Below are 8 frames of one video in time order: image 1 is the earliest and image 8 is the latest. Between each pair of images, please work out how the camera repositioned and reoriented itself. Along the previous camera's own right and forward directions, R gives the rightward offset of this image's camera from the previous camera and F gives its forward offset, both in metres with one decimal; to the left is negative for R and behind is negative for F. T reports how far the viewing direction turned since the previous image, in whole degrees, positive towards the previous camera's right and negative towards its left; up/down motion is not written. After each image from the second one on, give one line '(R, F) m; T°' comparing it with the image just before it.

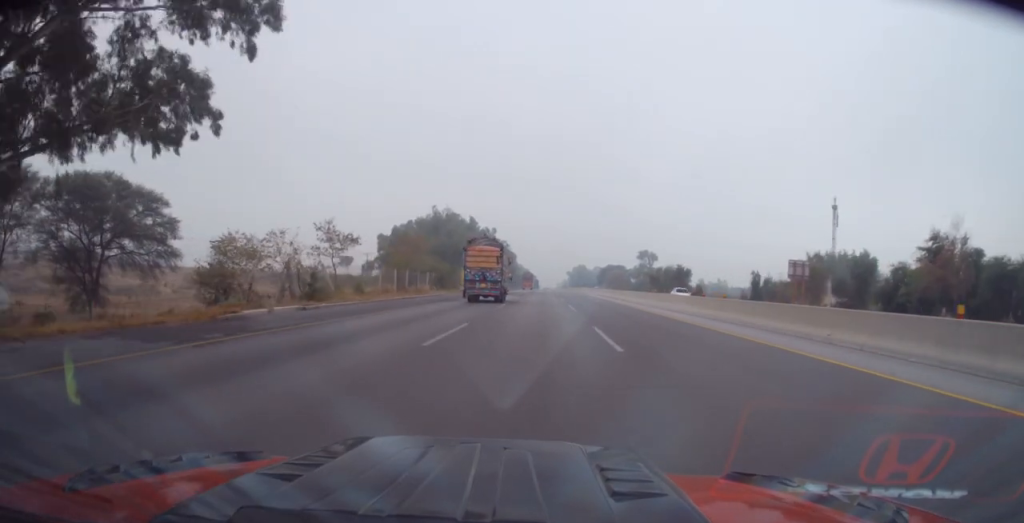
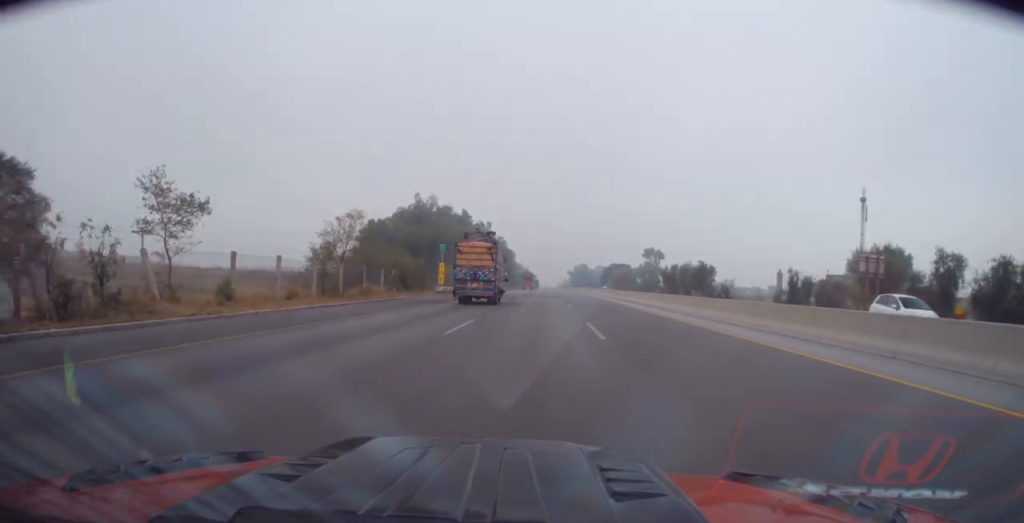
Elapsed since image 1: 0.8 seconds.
(-0.2, +15.3) m; -2°
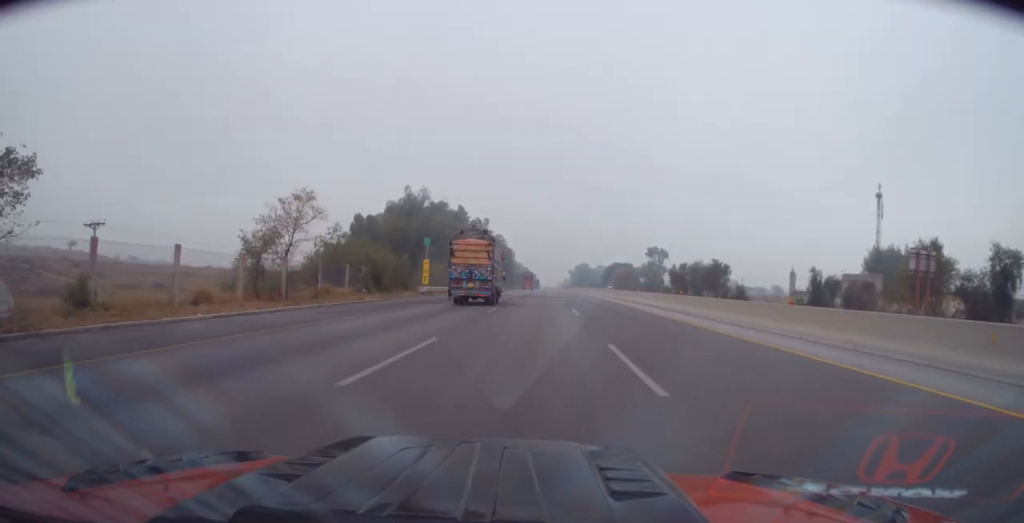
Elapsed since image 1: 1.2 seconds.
(-0.1, +7.3) m; 0°
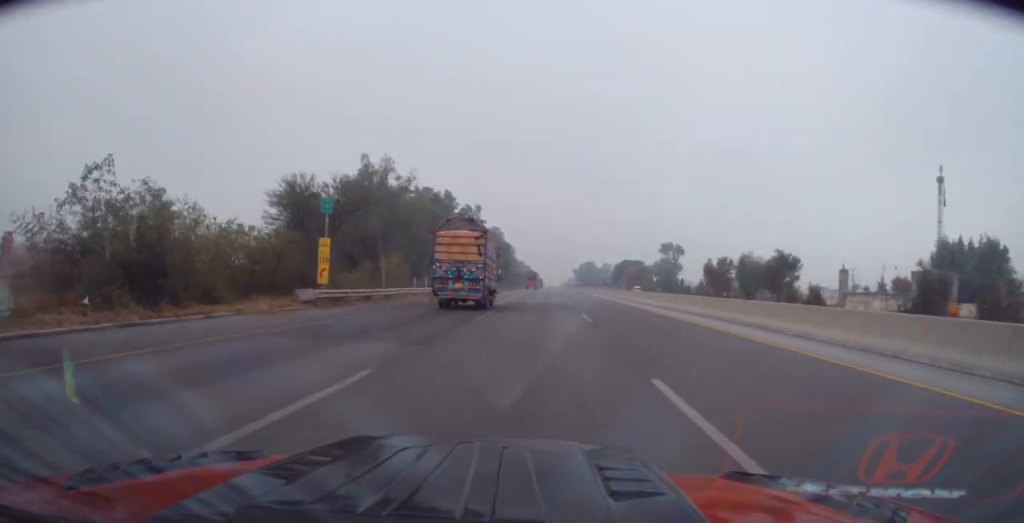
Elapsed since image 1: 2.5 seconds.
(0.0, +22.9) m; +1°
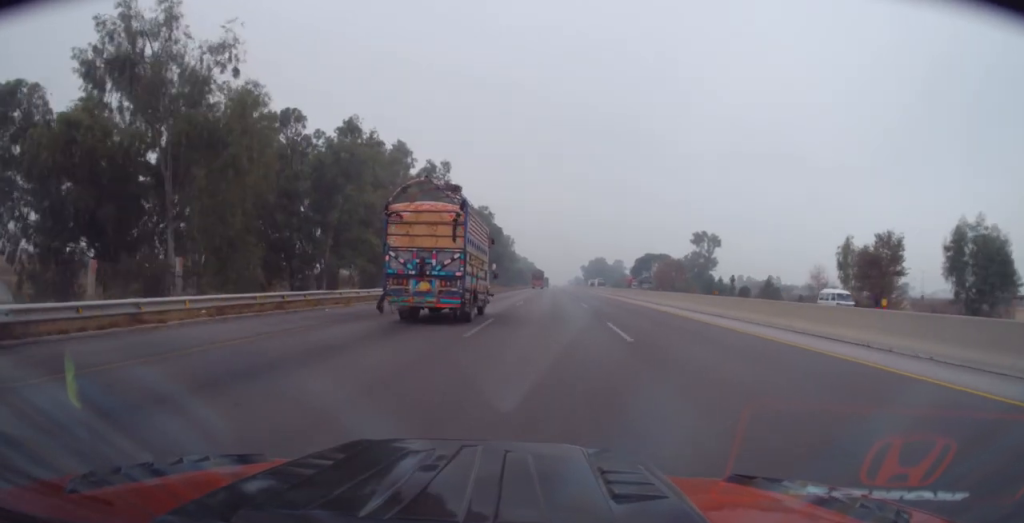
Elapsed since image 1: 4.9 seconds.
(+0.6, +42.3) m; 0°
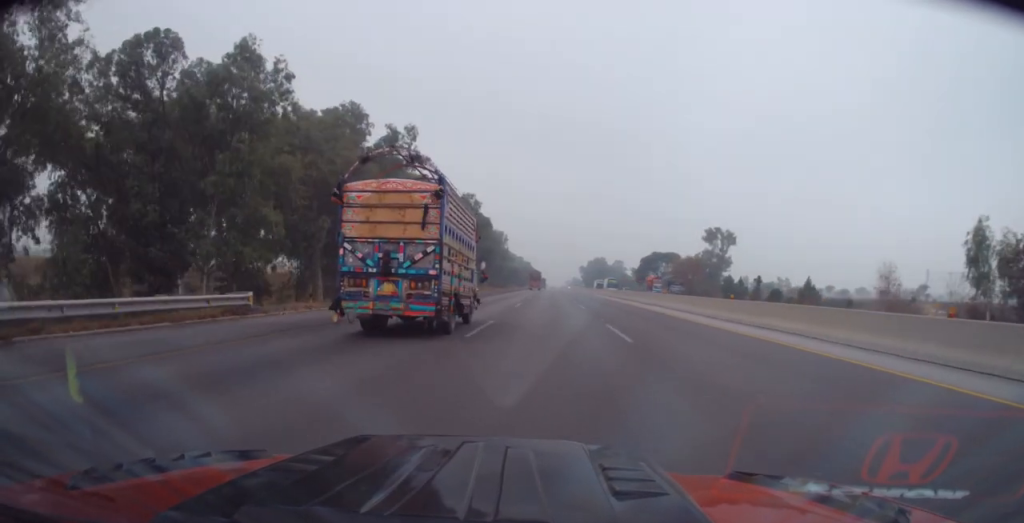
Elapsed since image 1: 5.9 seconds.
(0.0, +17.9) m; 0°
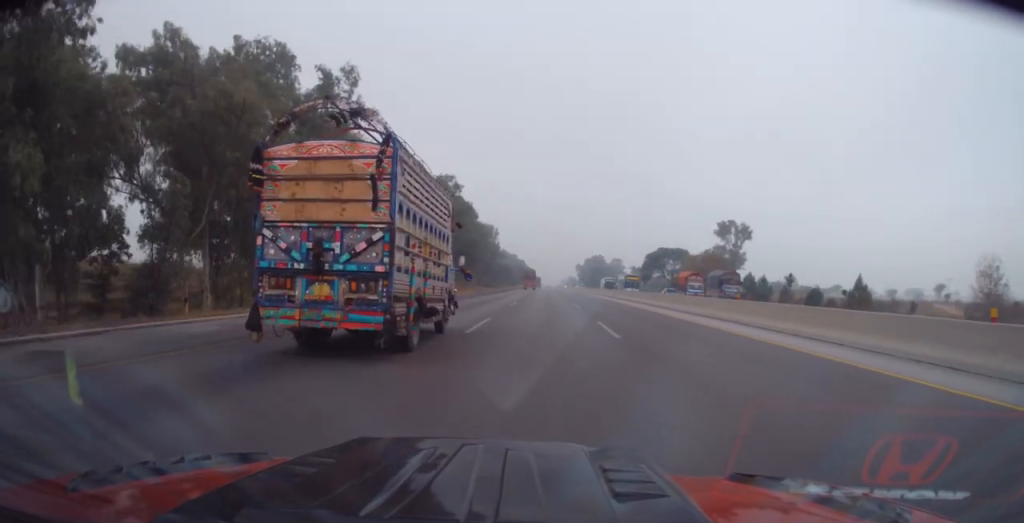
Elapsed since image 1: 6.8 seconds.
(0.0, +16.8) m; +1°
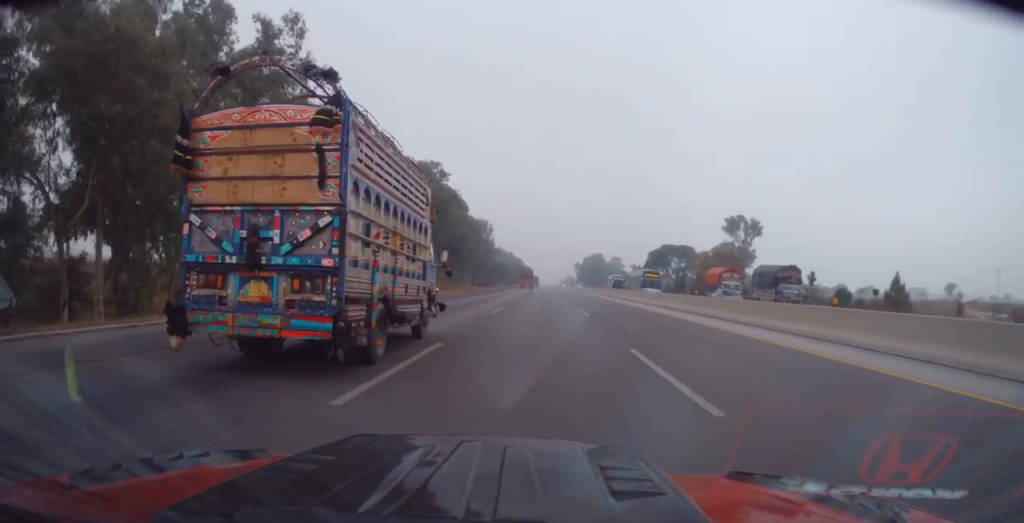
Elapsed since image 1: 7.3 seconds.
(+0.1, +9.1) m; 0°
